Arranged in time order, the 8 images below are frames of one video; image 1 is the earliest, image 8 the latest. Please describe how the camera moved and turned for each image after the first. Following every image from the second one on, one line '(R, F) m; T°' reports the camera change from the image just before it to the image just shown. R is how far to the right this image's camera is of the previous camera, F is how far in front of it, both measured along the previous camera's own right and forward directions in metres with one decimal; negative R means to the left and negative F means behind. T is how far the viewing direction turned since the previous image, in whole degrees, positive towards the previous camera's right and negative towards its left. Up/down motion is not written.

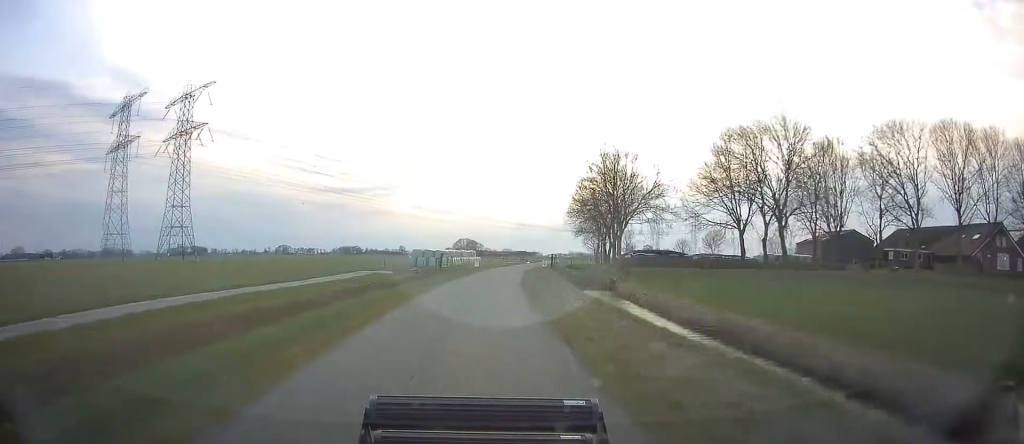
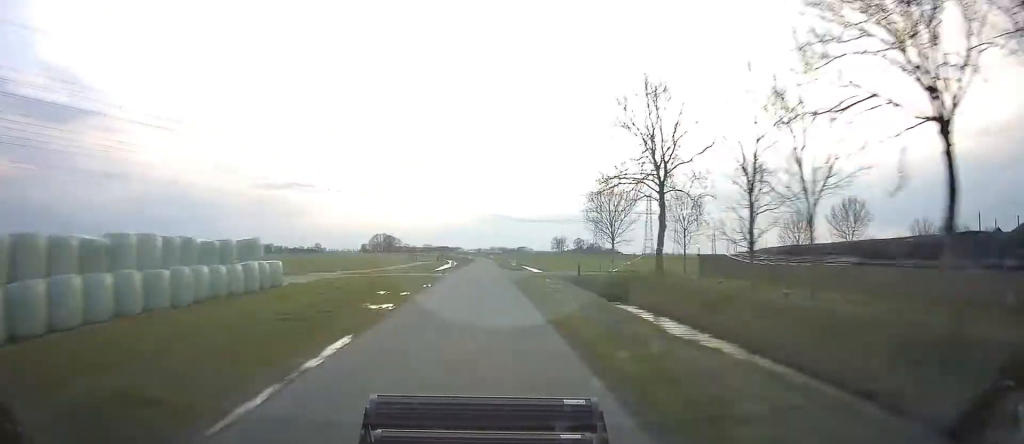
(+5.6, +68.1) m; +8°
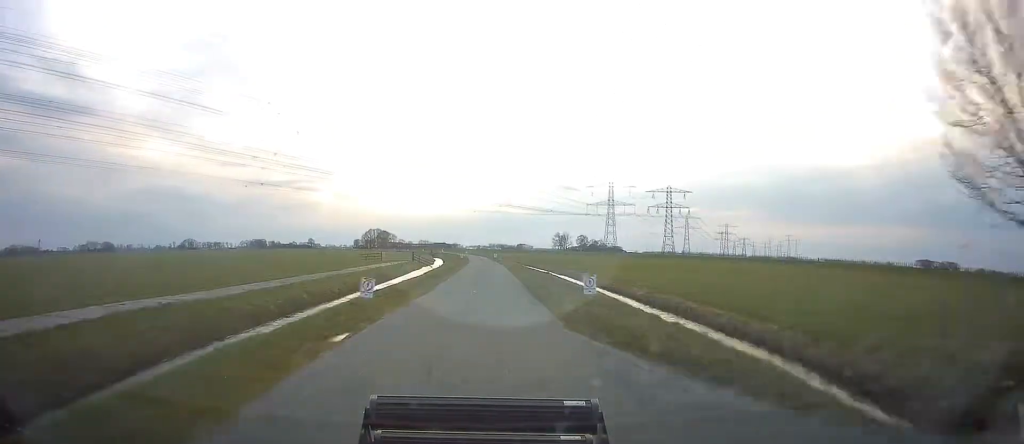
(+0.6, +41.7) m; +1°
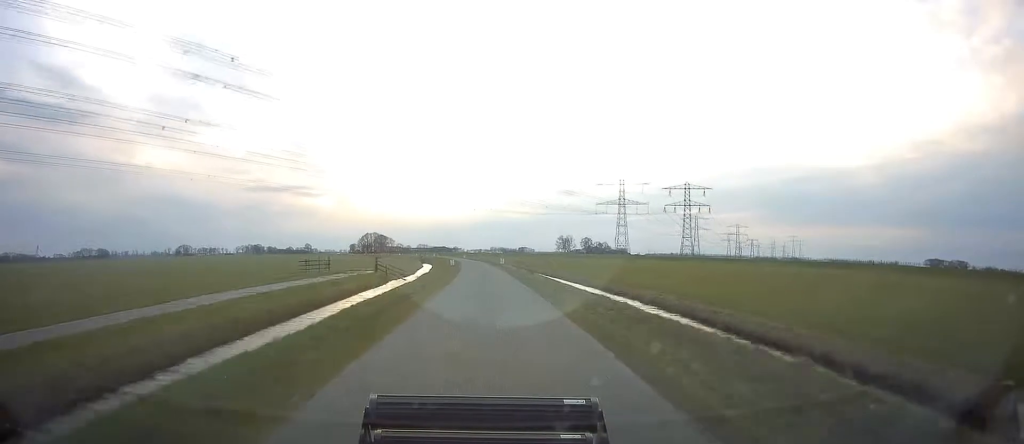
(+0.2, +26.9) m; 0°
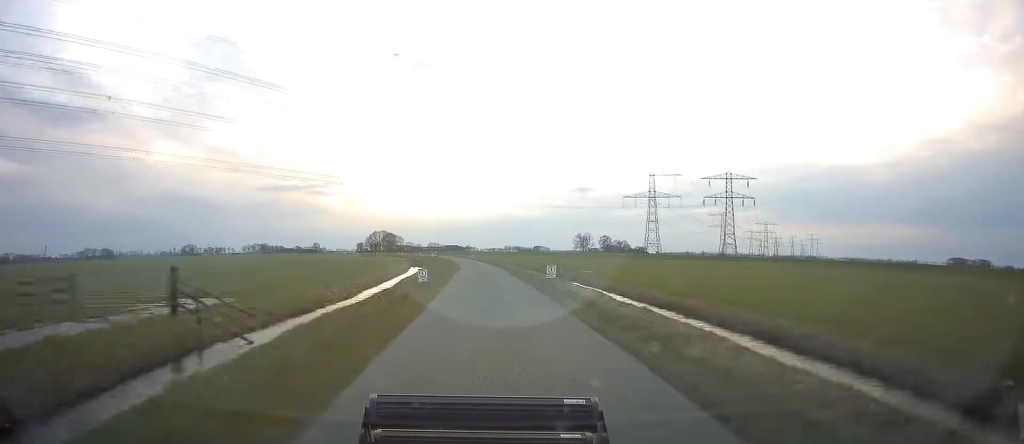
(-0.4, +36.5) m; -1°
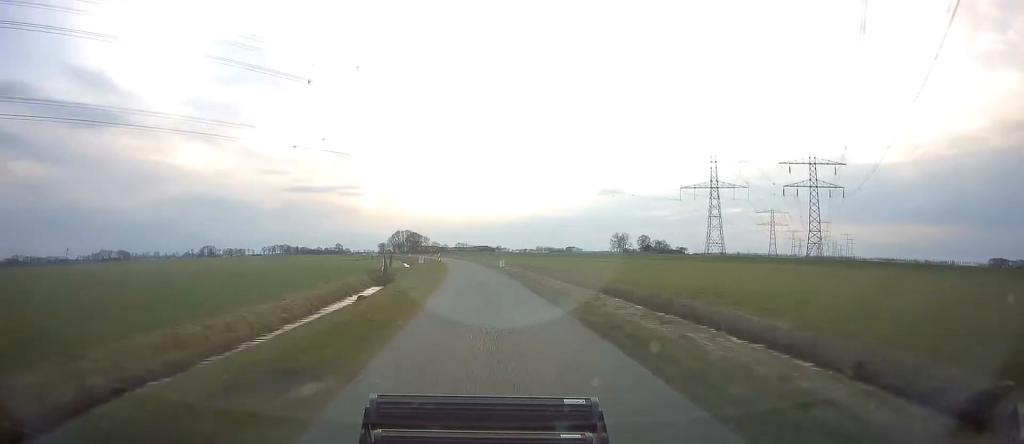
(-1.0, +48.6) m; -3°
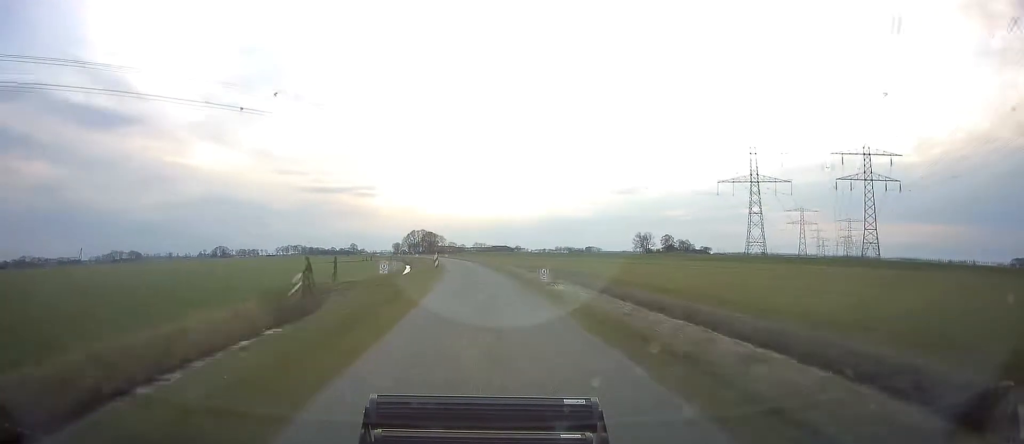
(-0.1, +23.3) m; -2°
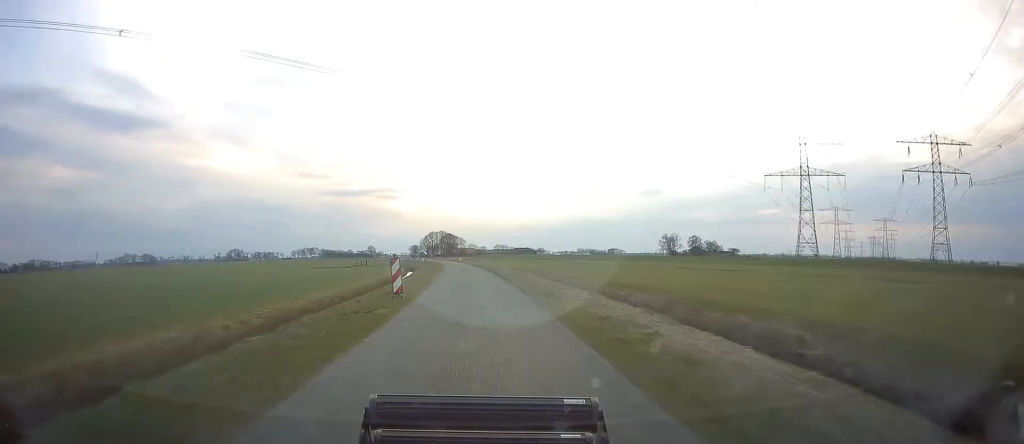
(-0.7, +25.1) m; -2°
